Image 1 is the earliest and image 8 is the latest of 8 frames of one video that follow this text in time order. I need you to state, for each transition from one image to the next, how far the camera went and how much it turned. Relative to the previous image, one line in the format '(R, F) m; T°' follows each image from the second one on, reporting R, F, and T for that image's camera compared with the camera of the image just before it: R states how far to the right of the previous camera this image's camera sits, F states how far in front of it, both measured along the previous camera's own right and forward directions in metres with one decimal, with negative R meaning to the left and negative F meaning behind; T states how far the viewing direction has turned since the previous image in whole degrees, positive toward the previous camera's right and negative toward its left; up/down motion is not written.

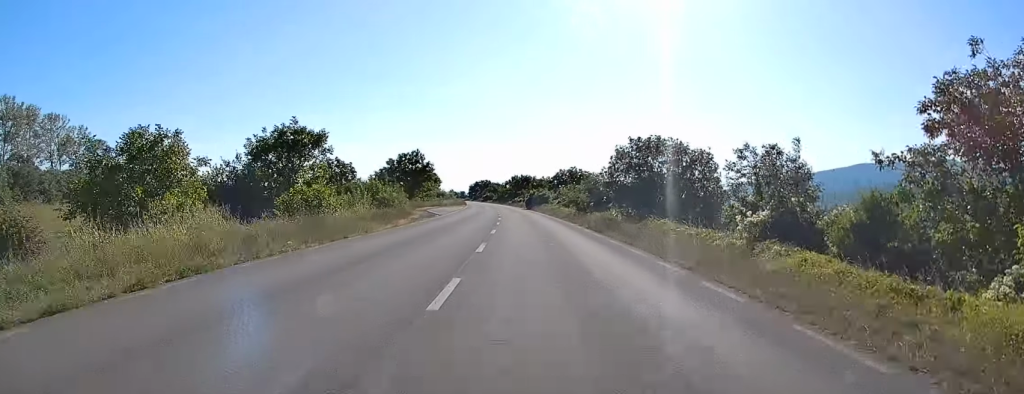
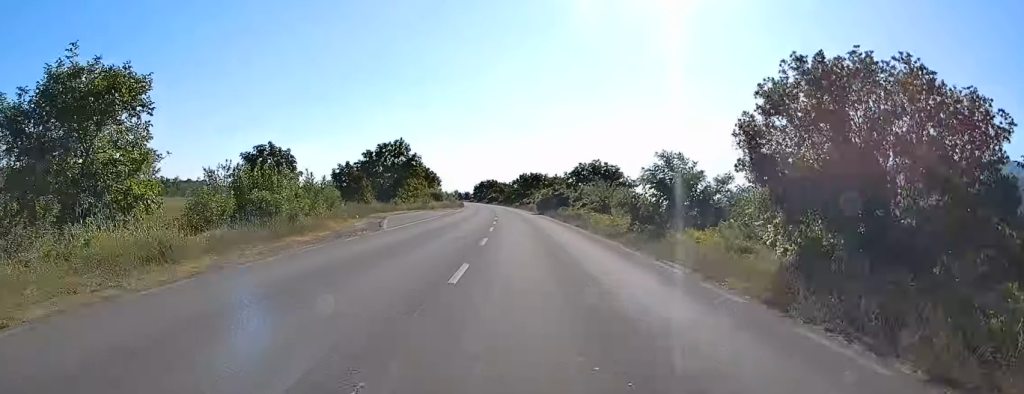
(0.0, +24.5) m; -1°
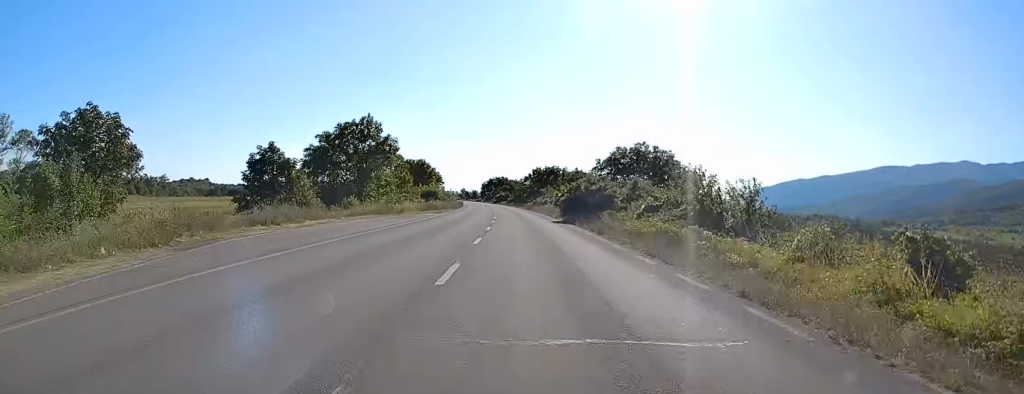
(-0.3, +27.1) m; -1°
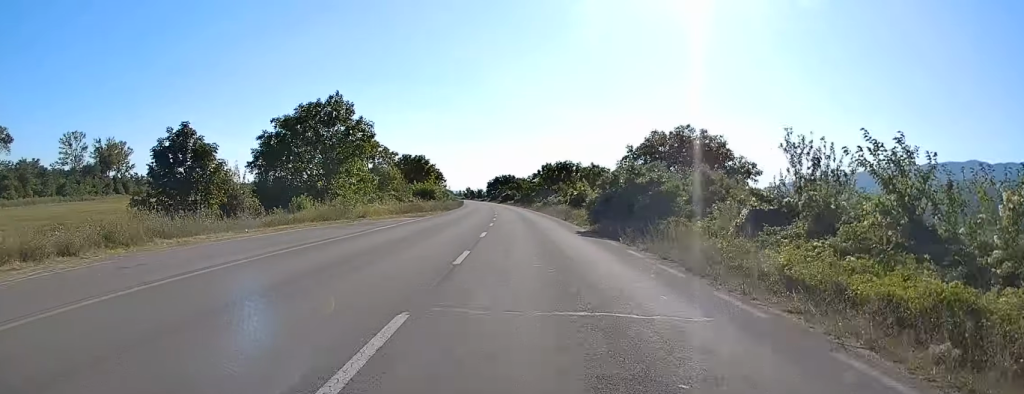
(-0.1, +14.9) m; -1°
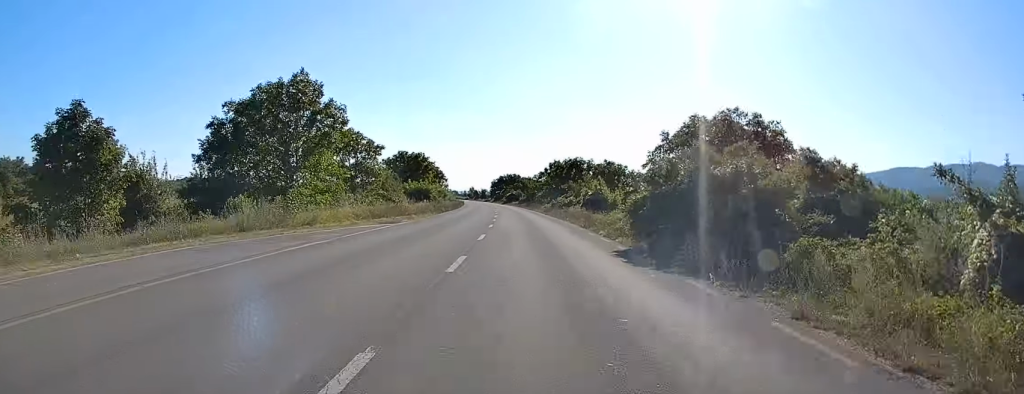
(0.0, +10.5) m; 0°
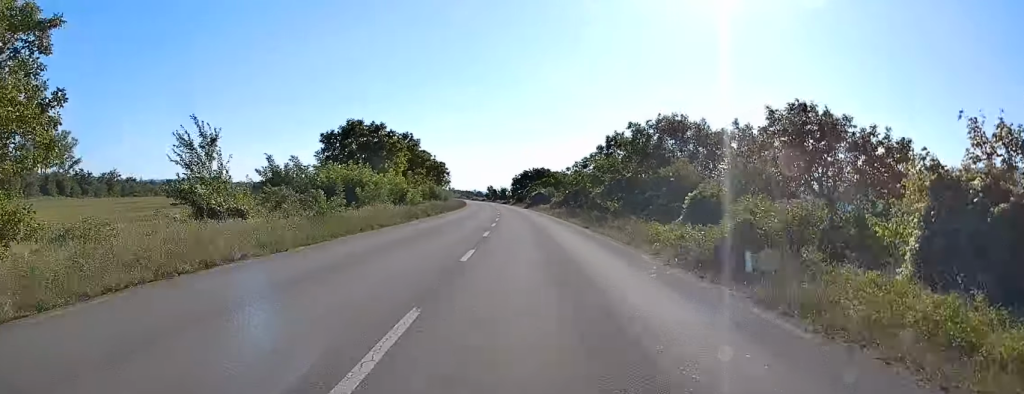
(-1.3, +51.7) m; -3°
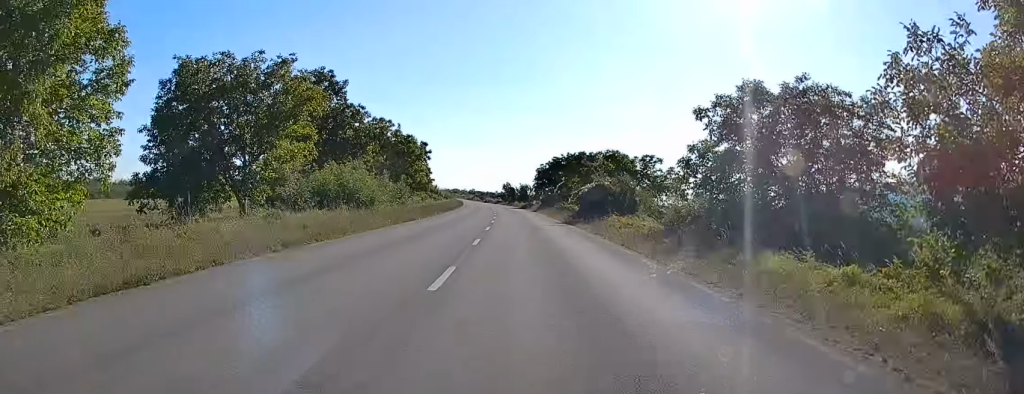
(-0.7, +58.2) m; -1°
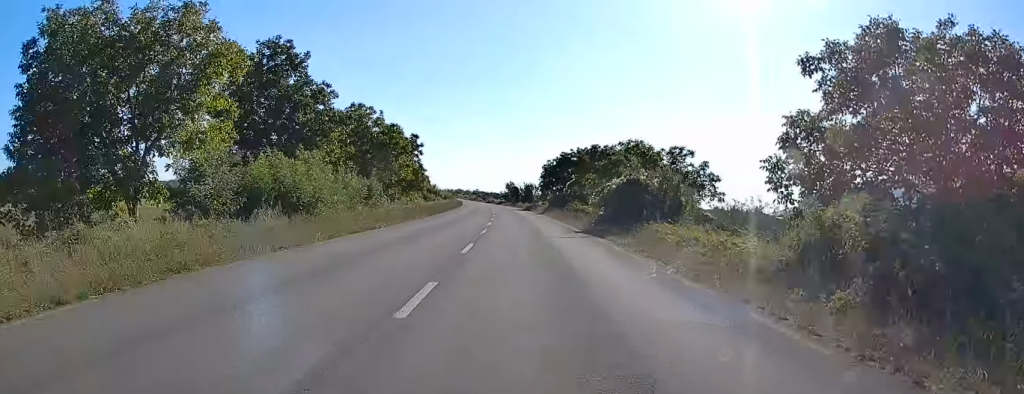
(0.0, +11.5) m; 0°
